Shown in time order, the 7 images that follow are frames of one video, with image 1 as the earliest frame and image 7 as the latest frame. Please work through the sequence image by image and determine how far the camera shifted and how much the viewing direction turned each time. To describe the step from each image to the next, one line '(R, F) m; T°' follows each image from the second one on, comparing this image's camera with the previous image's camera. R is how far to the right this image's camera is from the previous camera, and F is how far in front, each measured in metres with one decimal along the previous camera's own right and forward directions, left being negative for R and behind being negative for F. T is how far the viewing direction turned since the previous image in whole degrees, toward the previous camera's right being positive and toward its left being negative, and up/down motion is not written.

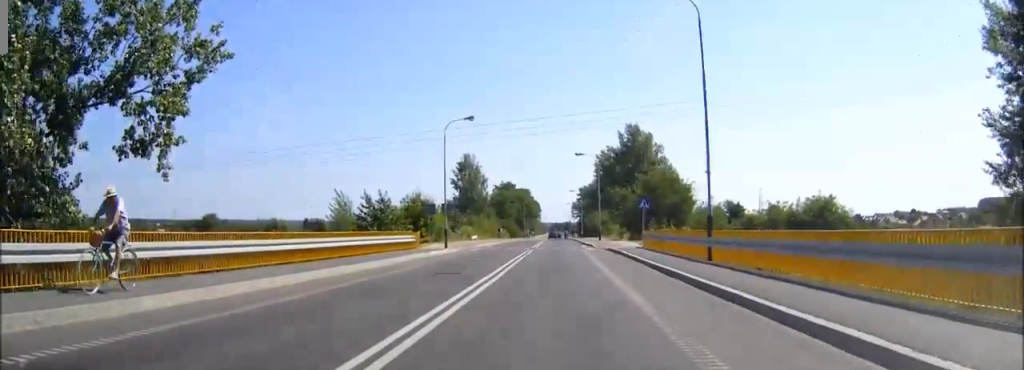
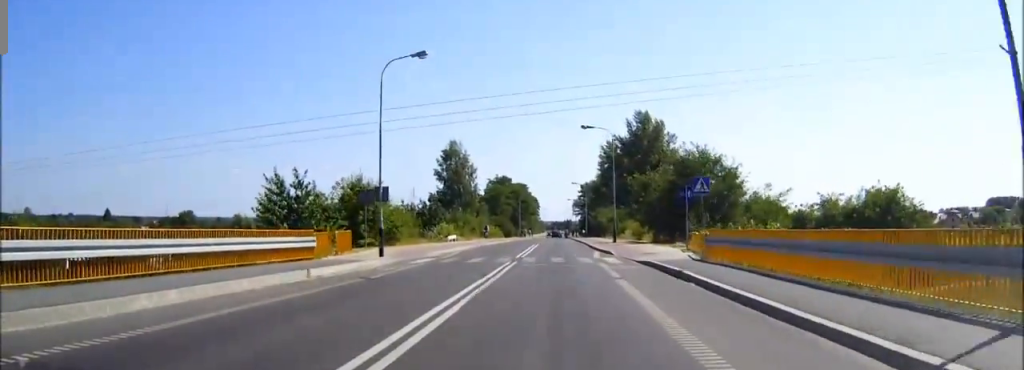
(0.0, +17.7) m; 0°
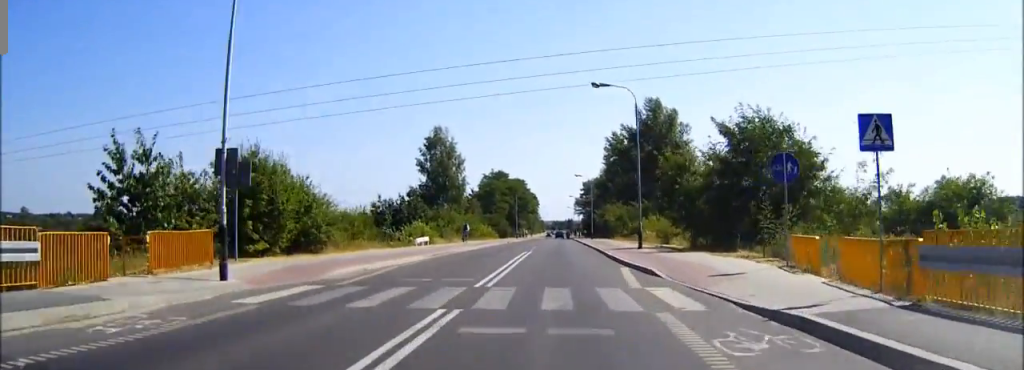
(0.0, +15.0) m; 0°
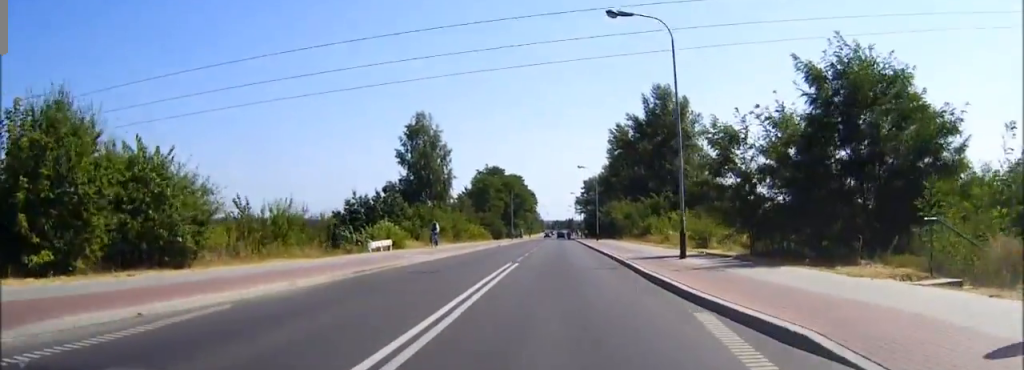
(0.0, +12.1) m; 0°
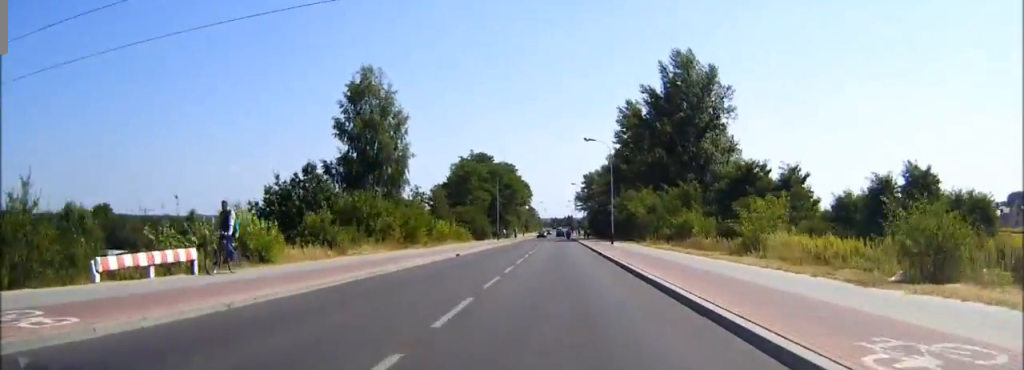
(0.0, +23.5) m; 0°
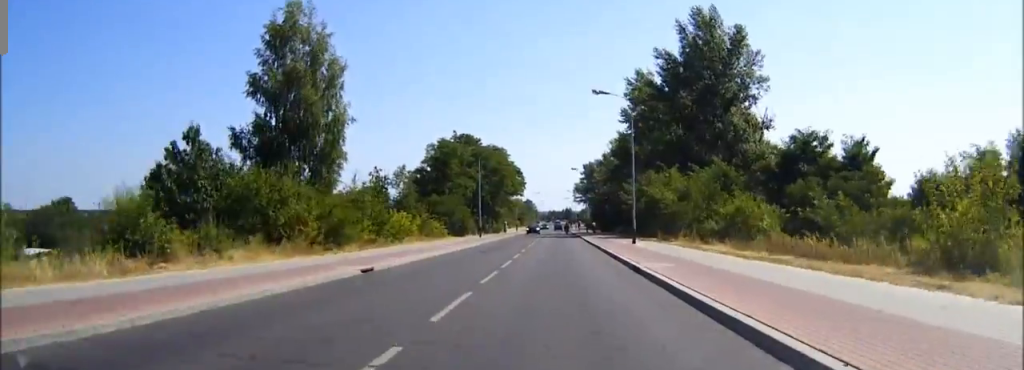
(0.0, +17.6) m; 0°
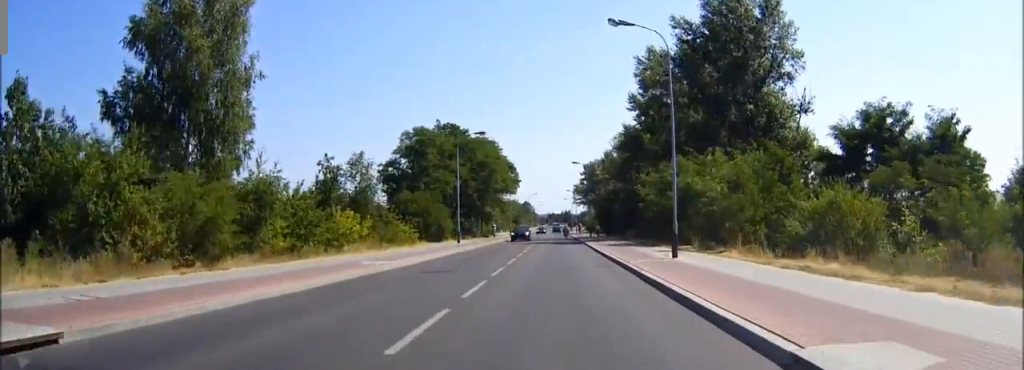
(0.0, +14.0) m; 0°
